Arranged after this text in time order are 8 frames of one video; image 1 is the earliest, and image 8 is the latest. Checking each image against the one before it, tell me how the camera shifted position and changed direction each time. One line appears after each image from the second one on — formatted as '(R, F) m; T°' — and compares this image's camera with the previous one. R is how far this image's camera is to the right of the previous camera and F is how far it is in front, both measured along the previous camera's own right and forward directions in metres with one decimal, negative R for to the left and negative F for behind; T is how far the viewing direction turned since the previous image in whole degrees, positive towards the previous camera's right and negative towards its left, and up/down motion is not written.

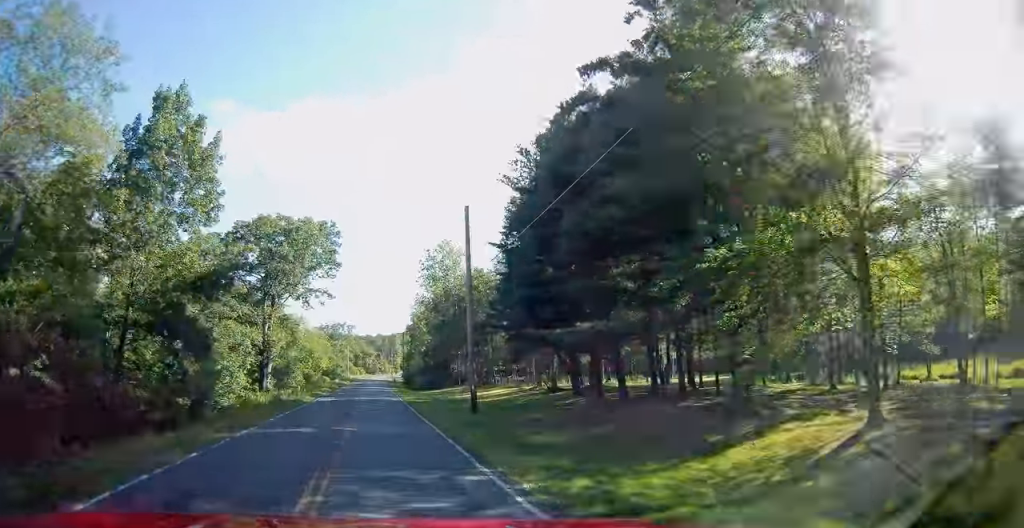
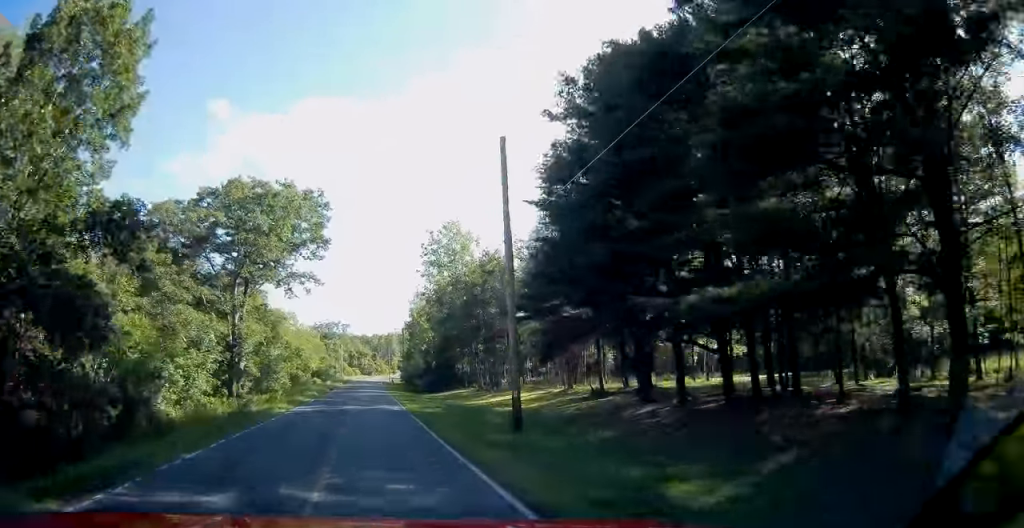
(+0.1, +10.1) m; +1°
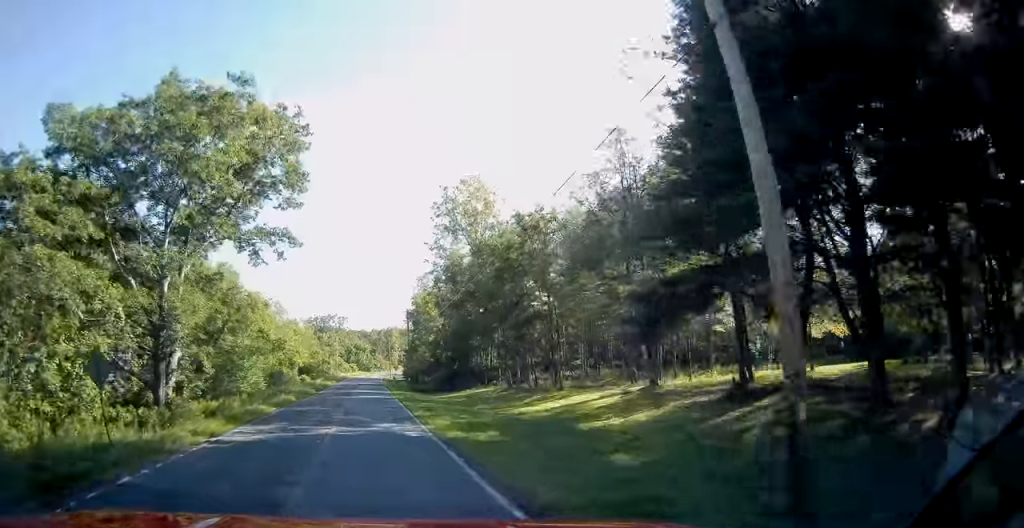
(+0.1, +14.7) m; +1°
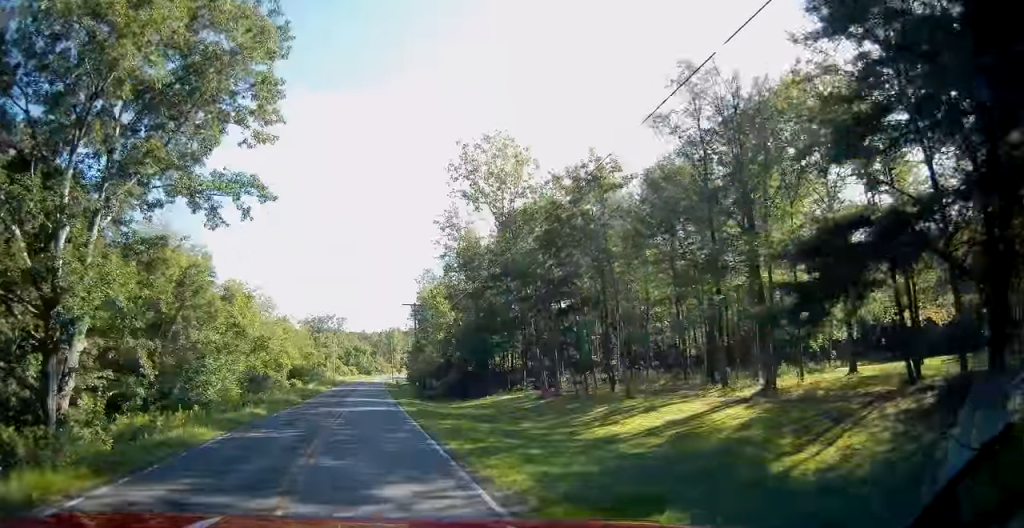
(+0.1, +10.6) m; 0°
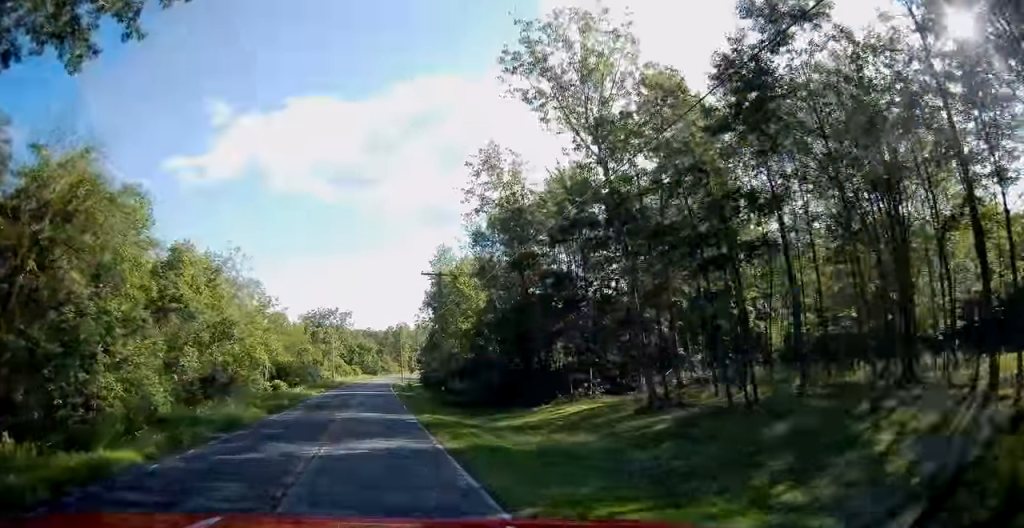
(0.0, +15.9) m; 0°
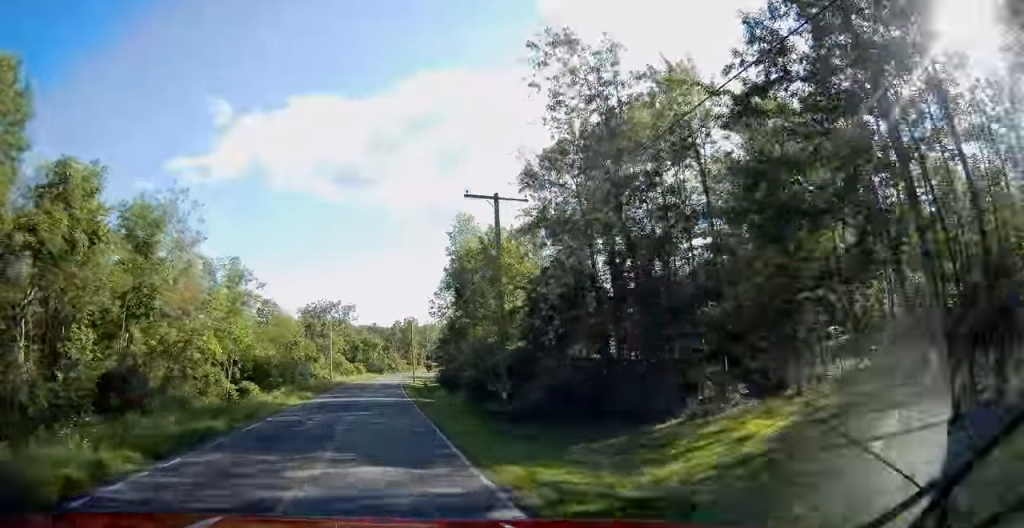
(0.0, +15.9) m; 0°
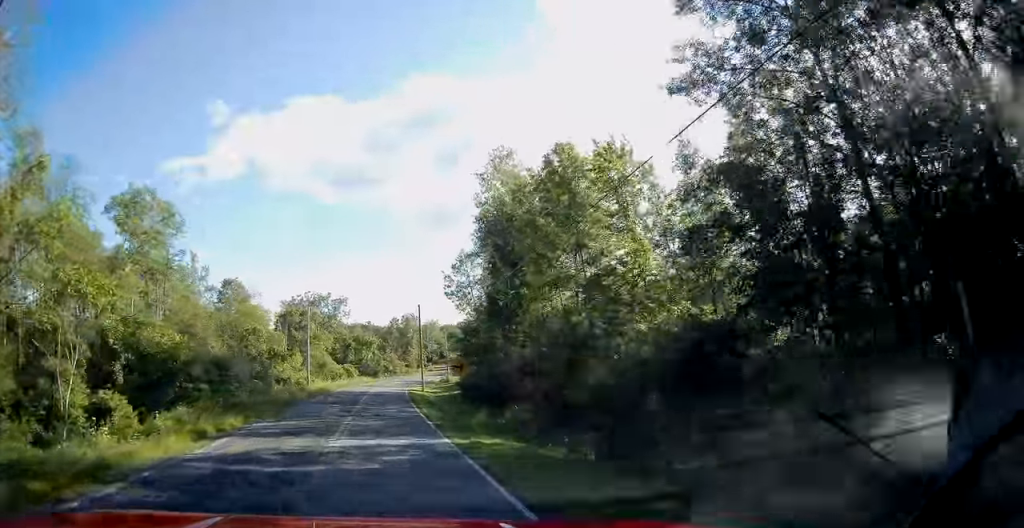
(0.0, +22.4) m; 0°
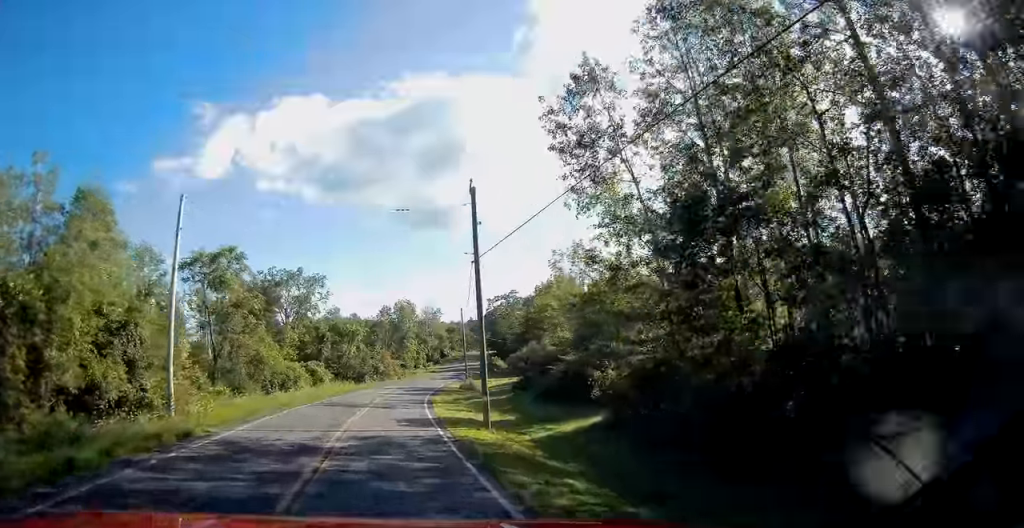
(+0.1, +37.9) m; +1°
